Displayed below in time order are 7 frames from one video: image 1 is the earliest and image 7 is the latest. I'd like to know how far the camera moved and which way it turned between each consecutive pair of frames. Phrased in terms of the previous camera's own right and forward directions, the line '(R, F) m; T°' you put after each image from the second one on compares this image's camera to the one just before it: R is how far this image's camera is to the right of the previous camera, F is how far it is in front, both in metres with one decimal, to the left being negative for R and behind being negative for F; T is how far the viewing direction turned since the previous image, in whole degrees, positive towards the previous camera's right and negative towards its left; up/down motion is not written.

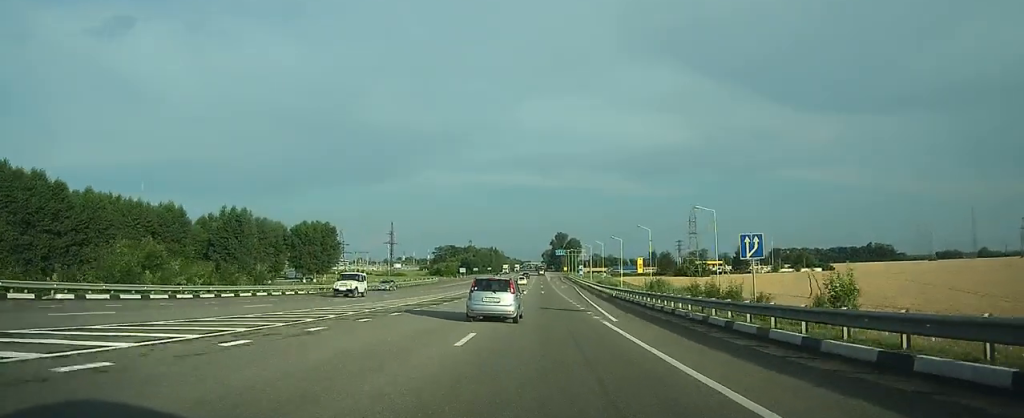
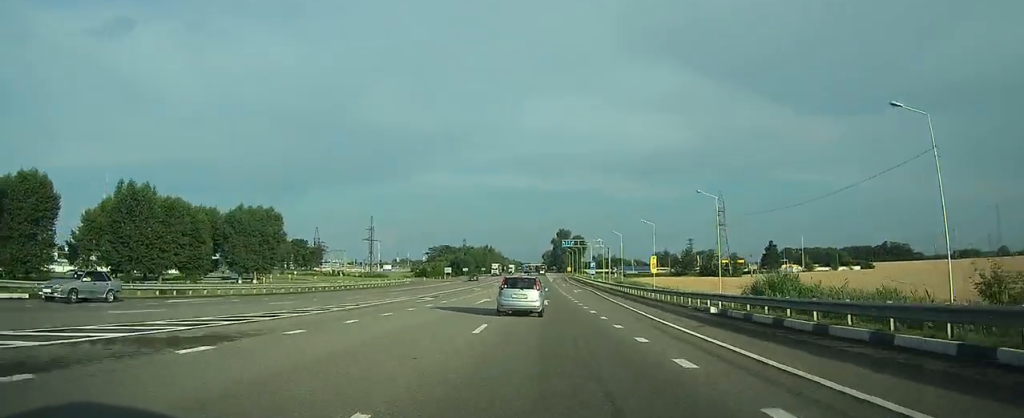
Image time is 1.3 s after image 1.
(-0.1, +33.4) m; 0°
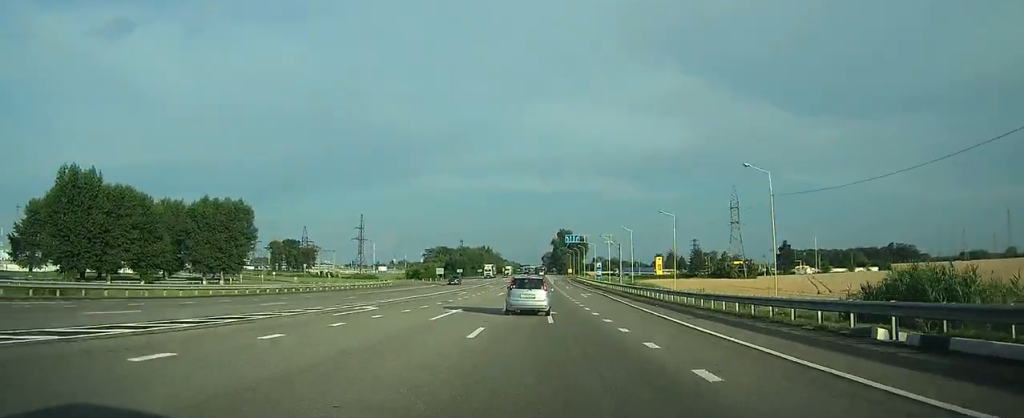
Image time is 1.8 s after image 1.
(0.0, +13.2) m; 0°
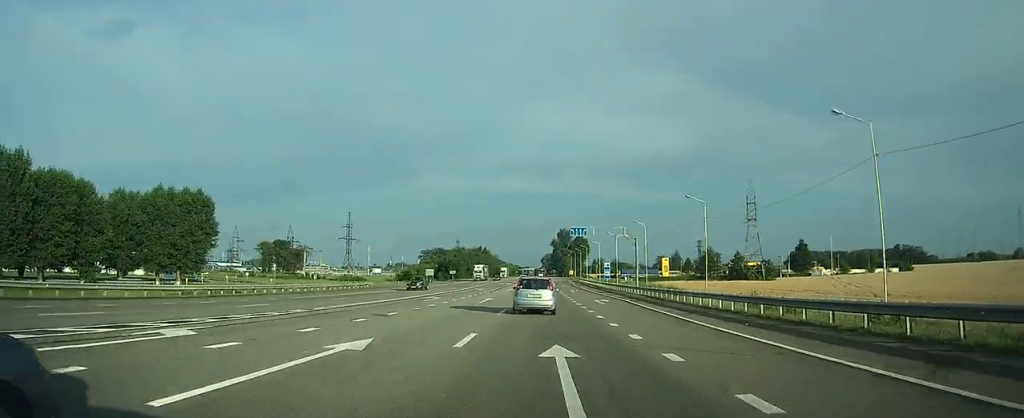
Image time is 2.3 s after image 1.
(0.0, +14.0) m; 0°
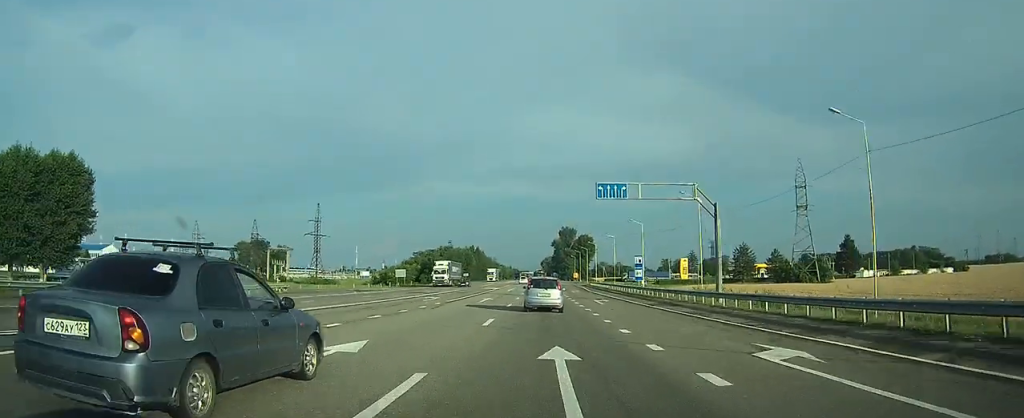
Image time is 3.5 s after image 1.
(0.0, +30.4) m; 0°
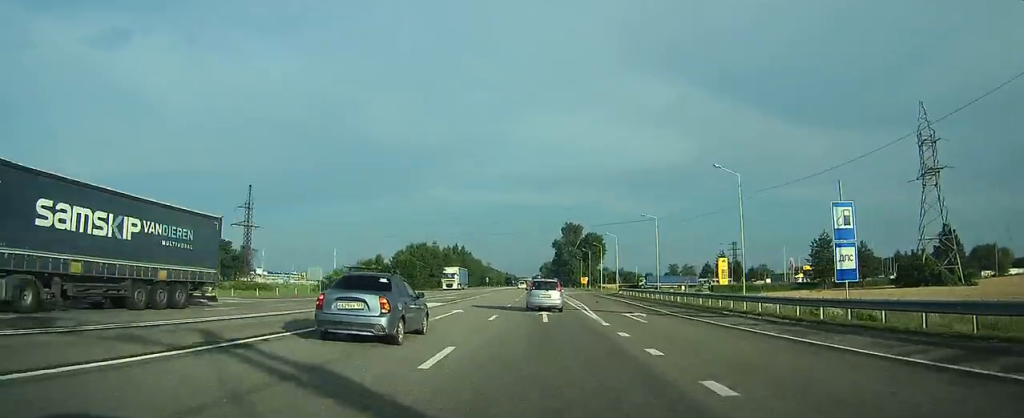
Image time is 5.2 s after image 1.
(-0.2, +44.6) m; 0°
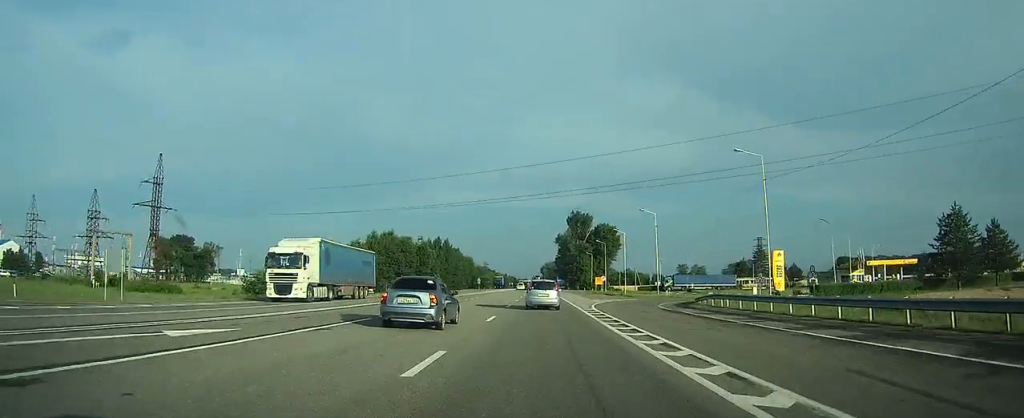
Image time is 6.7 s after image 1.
(0.0, +37.1) m; 0°
